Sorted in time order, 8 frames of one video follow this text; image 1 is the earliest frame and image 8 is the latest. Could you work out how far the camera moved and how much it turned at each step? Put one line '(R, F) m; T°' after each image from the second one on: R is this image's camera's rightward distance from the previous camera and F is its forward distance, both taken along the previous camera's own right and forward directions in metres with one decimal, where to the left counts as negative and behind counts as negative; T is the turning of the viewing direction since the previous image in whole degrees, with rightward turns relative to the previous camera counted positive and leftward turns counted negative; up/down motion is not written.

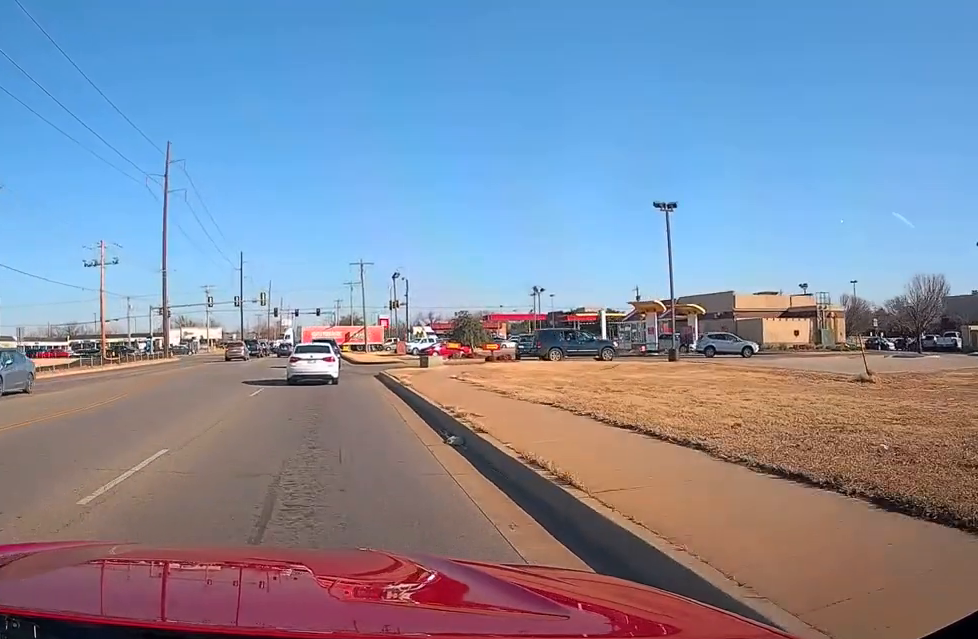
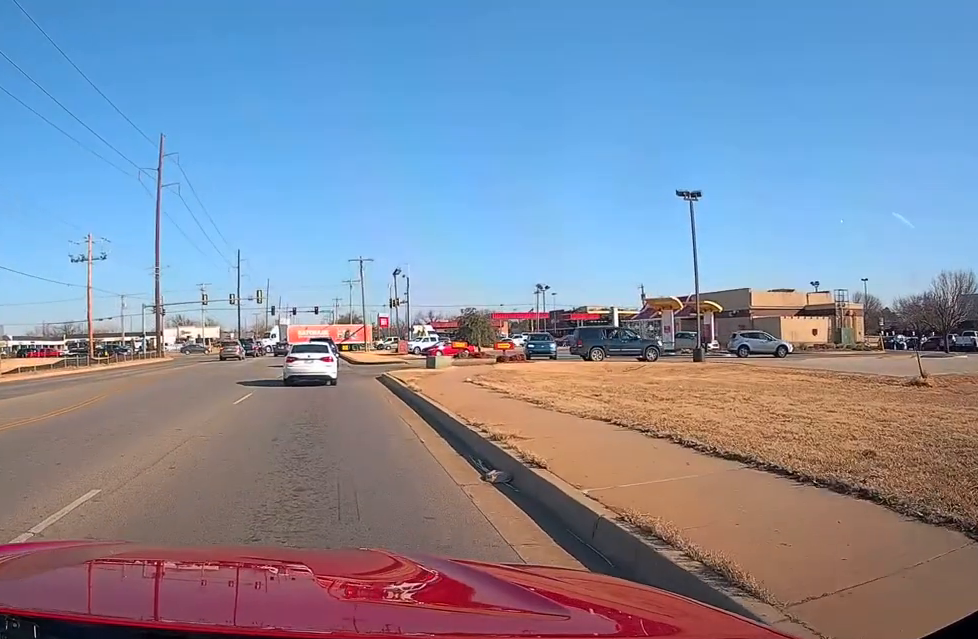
(0.0, +5.0) m; 0°
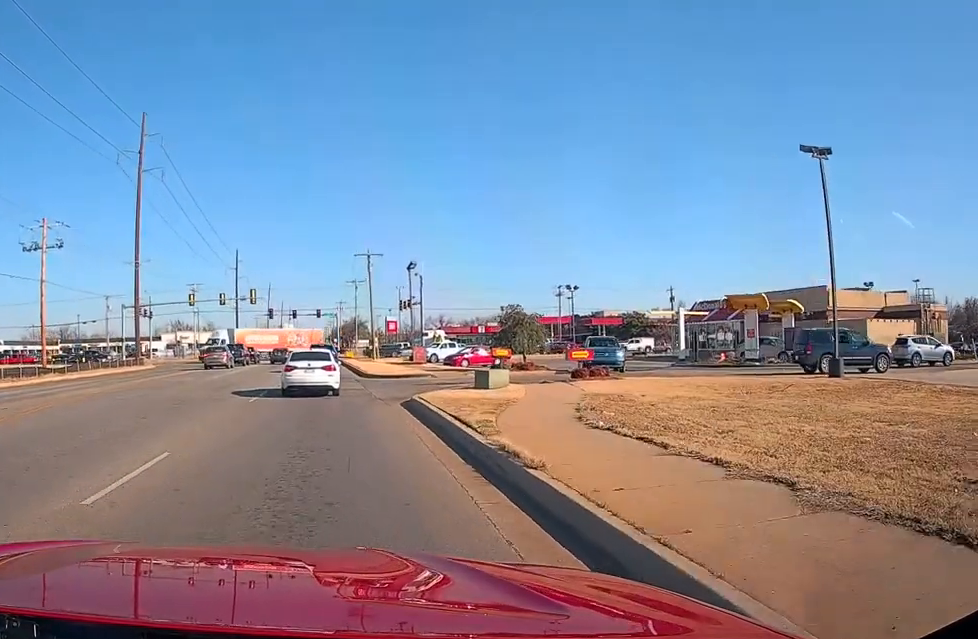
(0.0, +13.5) m; 0°
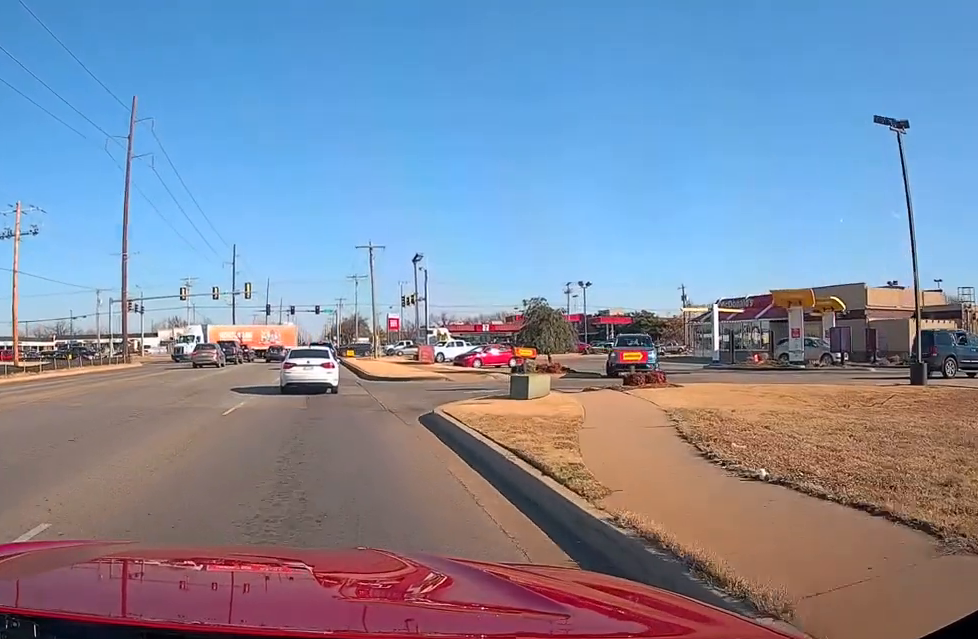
(0.0, +5.5) m; 0°
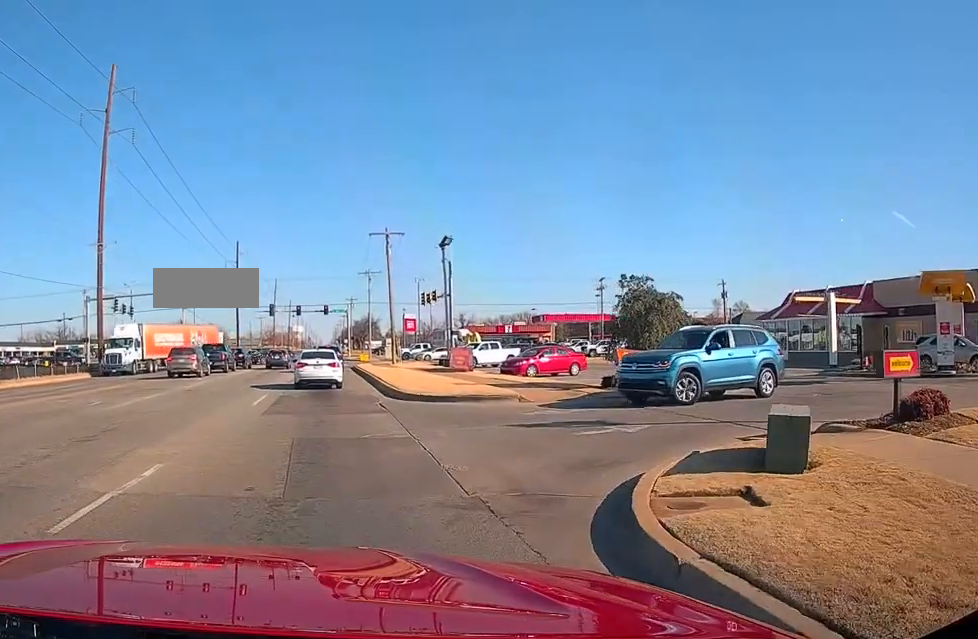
(0.0, +13.1) m; 0°
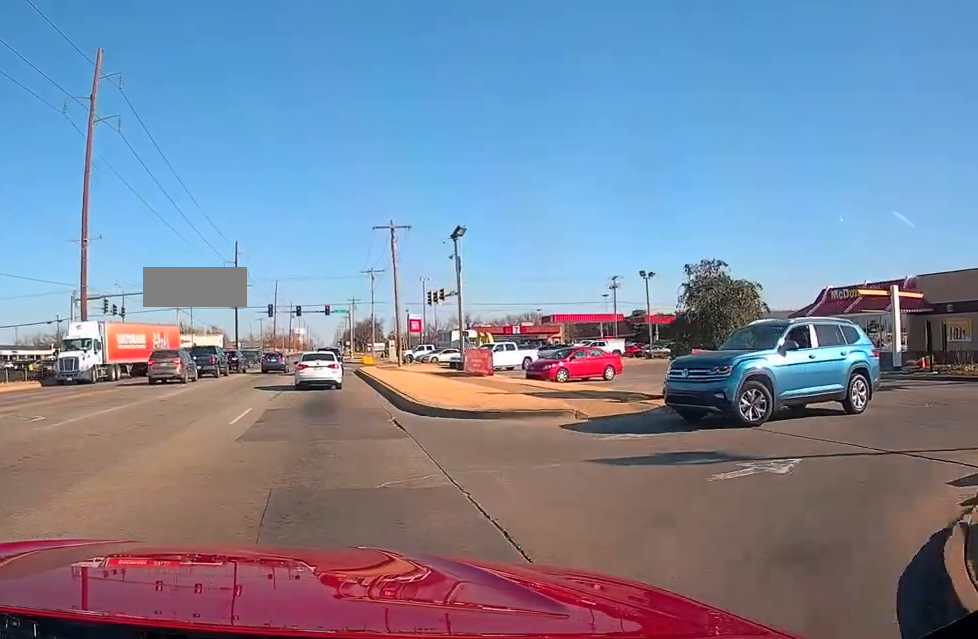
(0.0, +4.2) m; 0°
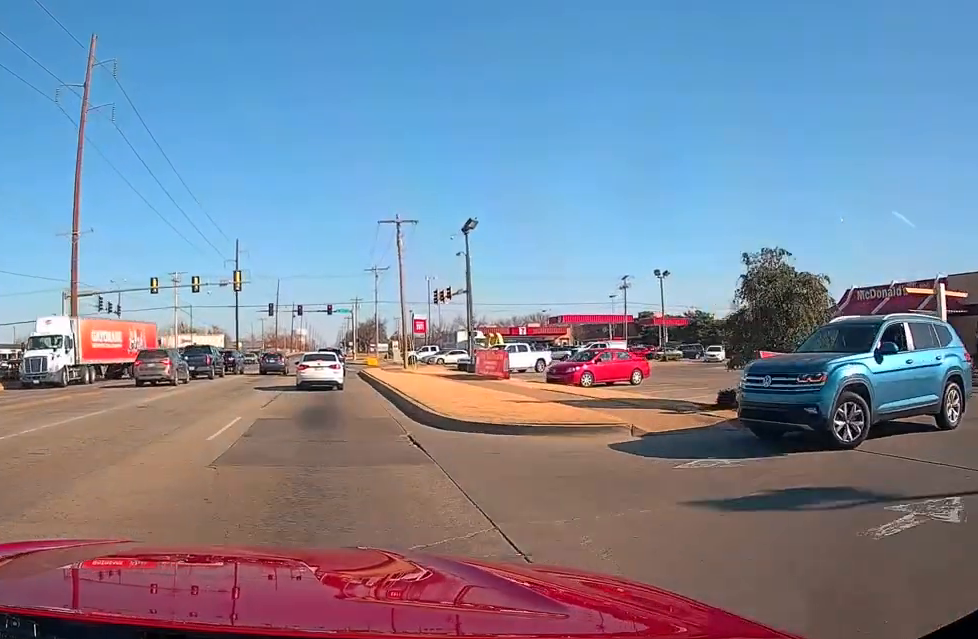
(0.0, +2.0) m; 0°
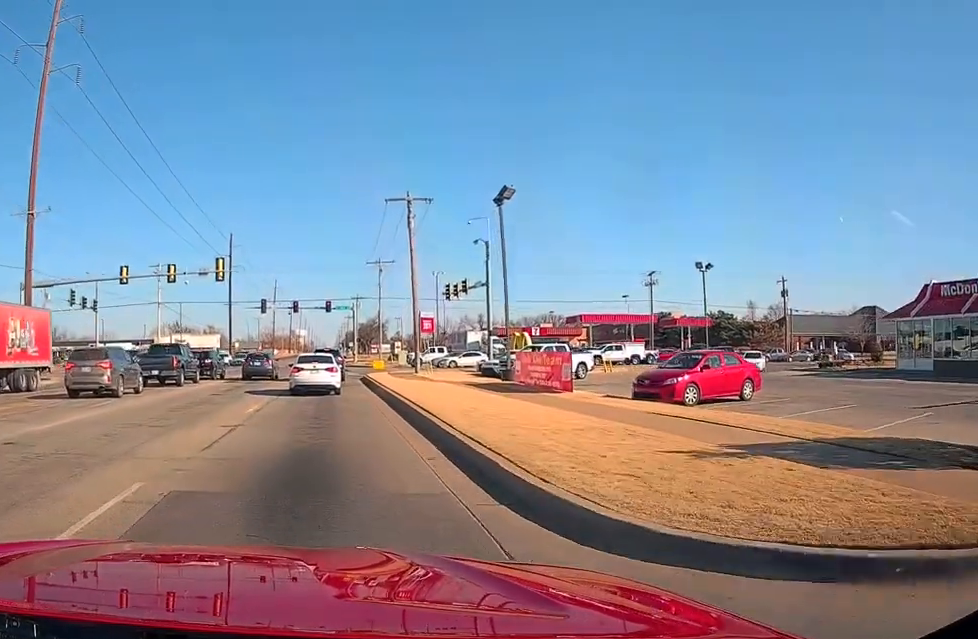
(0.0, +5.5) m; -1°
